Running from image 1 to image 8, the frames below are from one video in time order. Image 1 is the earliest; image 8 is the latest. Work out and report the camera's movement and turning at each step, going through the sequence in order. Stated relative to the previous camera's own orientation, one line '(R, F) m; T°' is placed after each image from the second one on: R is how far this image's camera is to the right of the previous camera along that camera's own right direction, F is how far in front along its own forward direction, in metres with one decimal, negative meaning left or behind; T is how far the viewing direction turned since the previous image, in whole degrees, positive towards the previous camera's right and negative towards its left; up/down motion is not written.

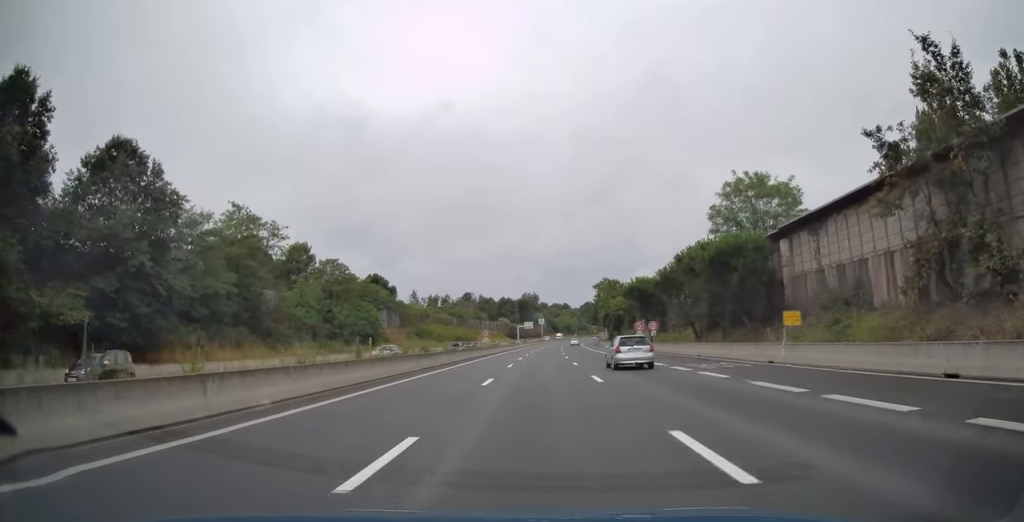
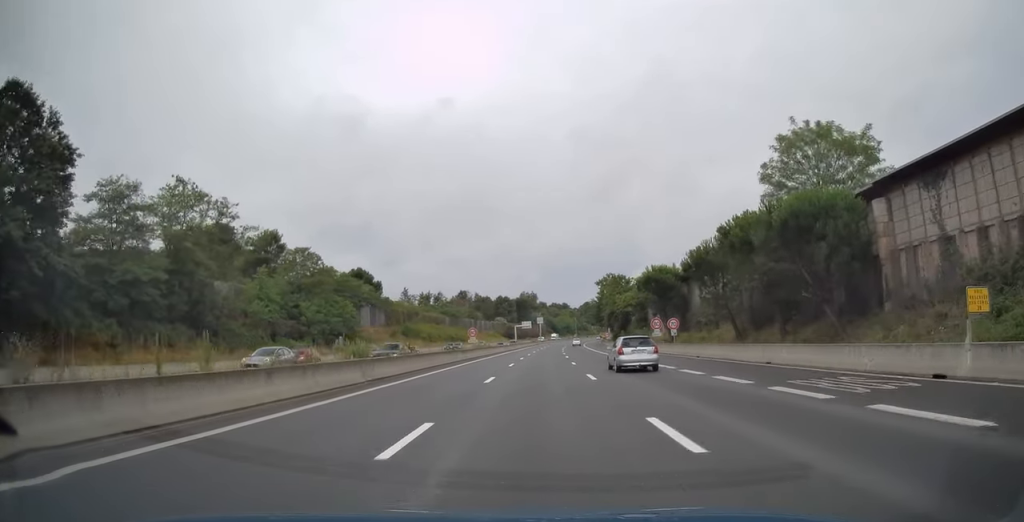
(0.0, +11.6) m; 0°
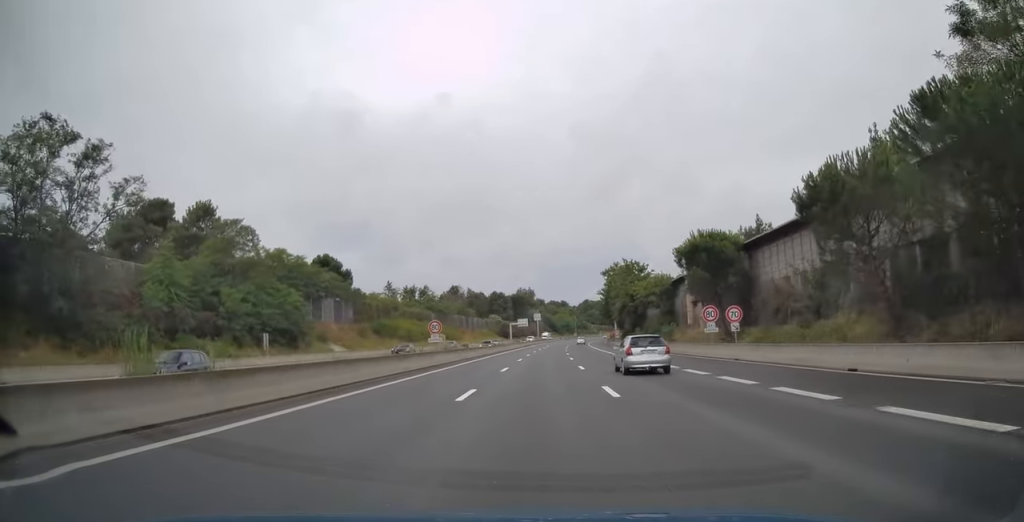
(-0.2, +19.3) m; 0°
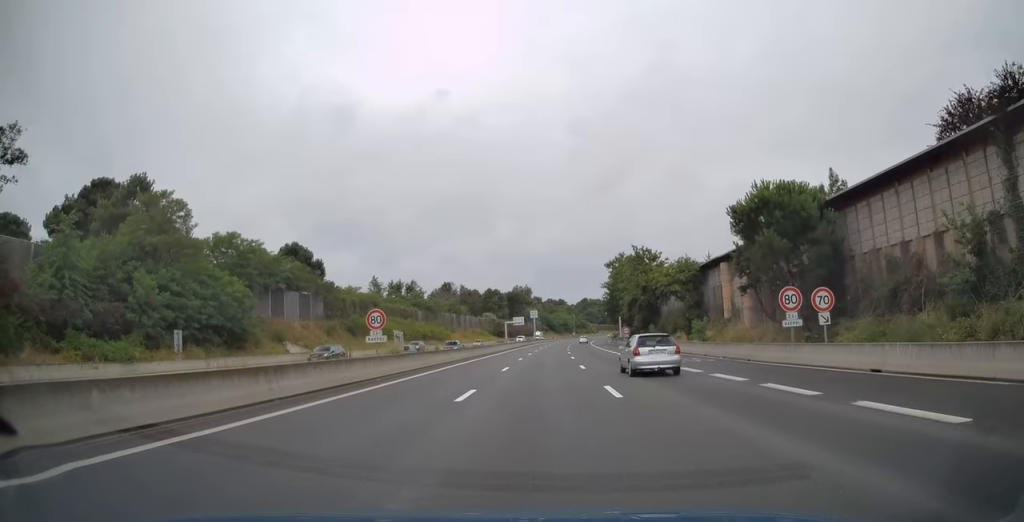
(+0.2, +13.3) m; 0°
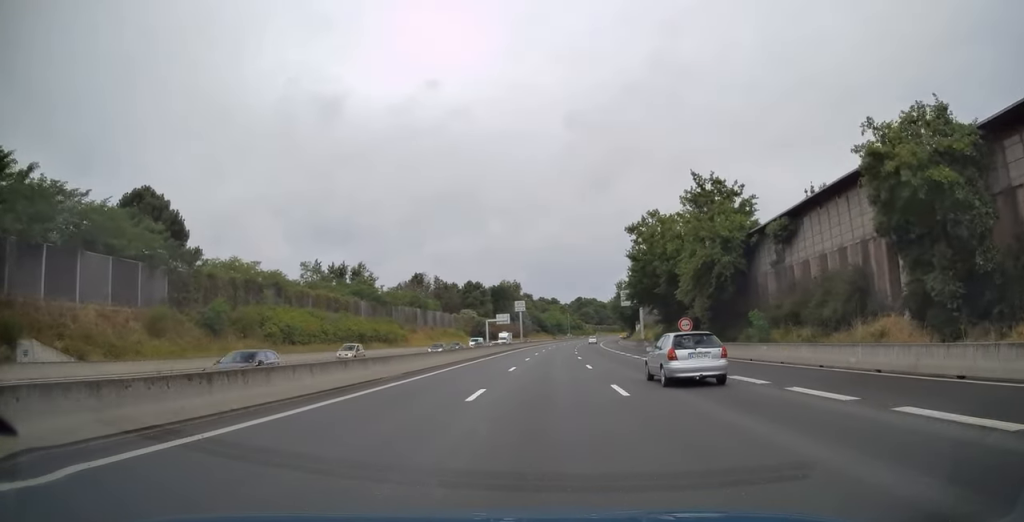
(+0.3, +39.2) m; 0°
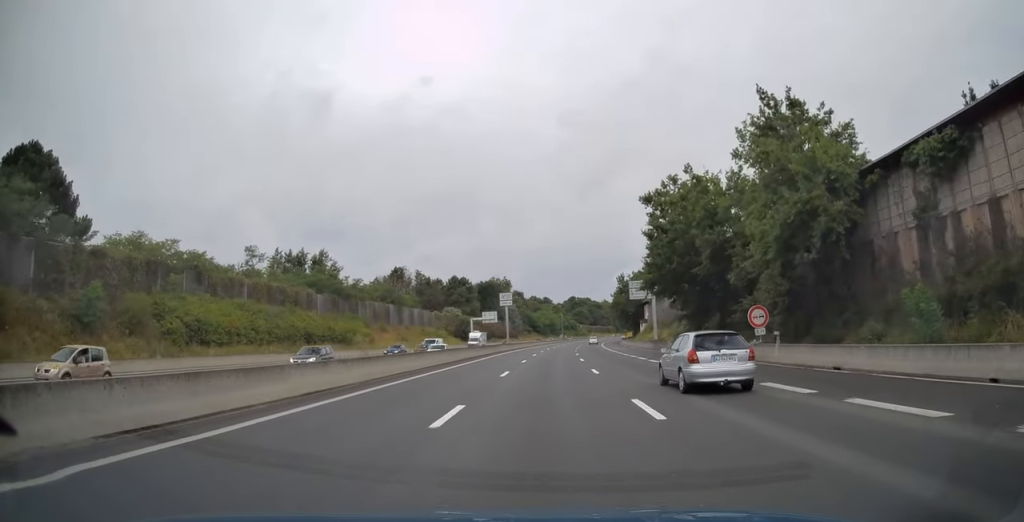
(-0.2, +17.2) m; +1°
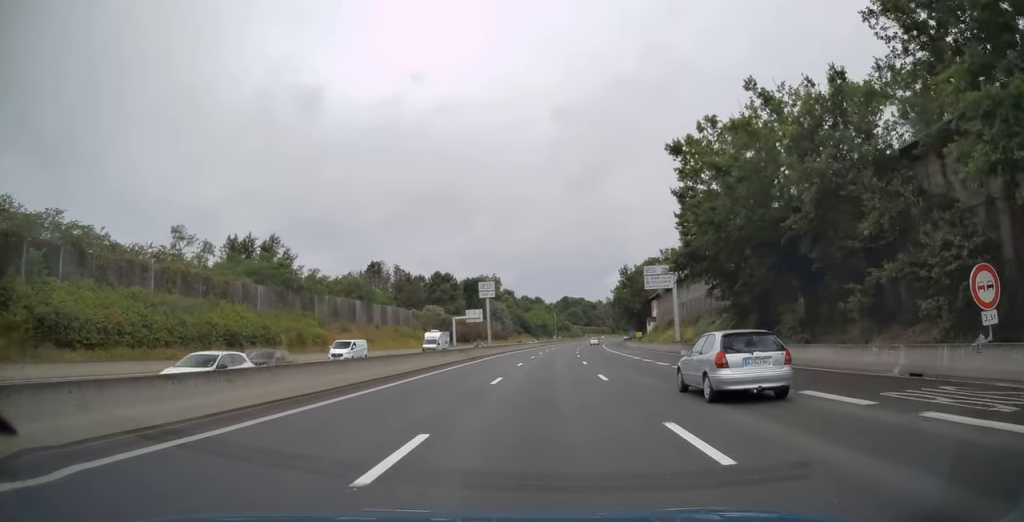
(+0.2, +16.8) m; +1°
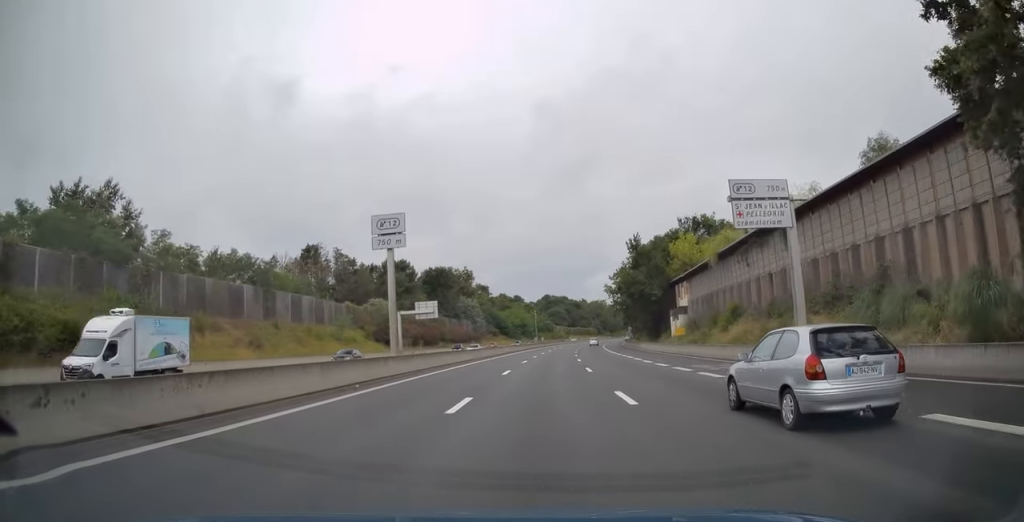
(+0.4, +33.5) m; +2°
